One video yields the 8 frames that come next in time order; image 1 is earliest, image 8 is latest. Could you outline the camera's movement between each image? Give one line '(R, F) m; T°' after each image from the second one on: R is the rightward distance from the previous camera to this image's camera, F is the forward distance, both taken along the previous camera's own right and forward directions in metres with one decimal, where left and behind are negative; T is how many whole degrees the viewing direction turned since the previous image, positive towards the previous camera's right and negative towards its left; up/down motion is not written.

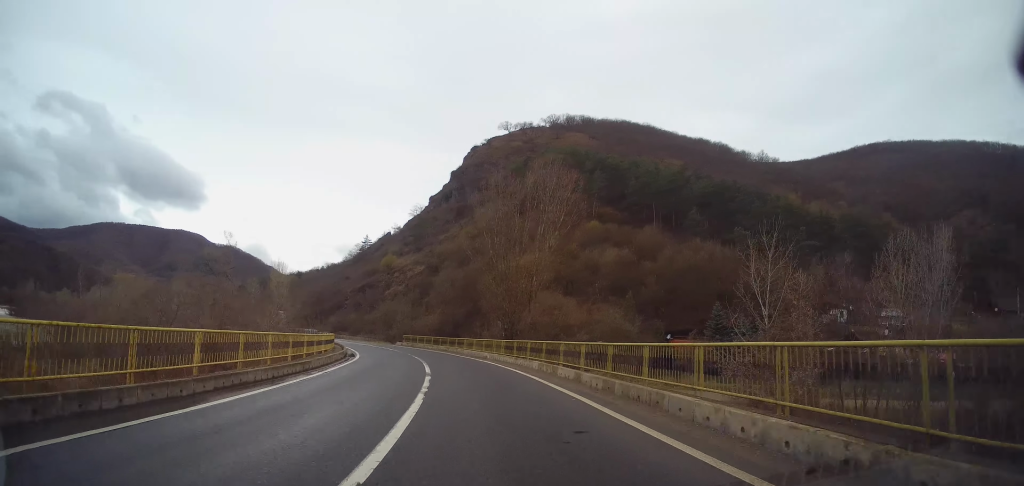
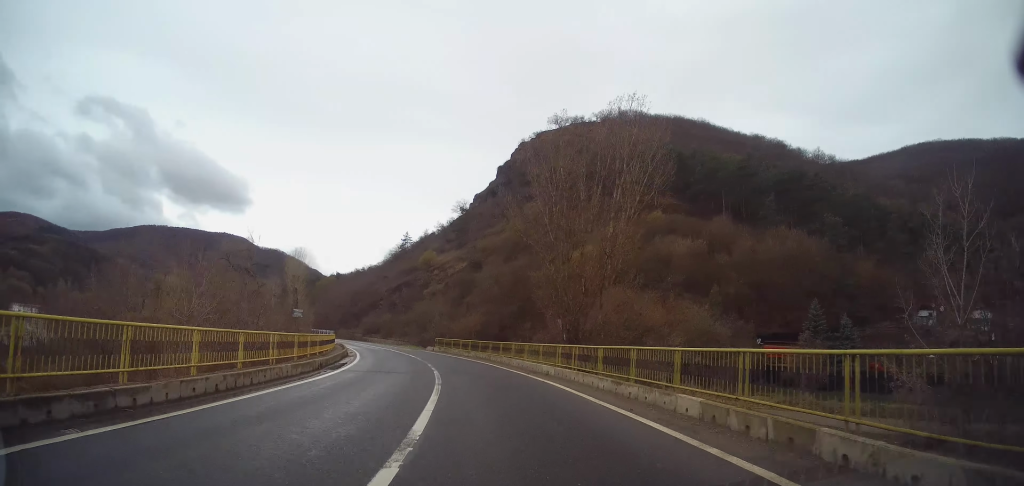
(-0.5, +12.3) m; -5°
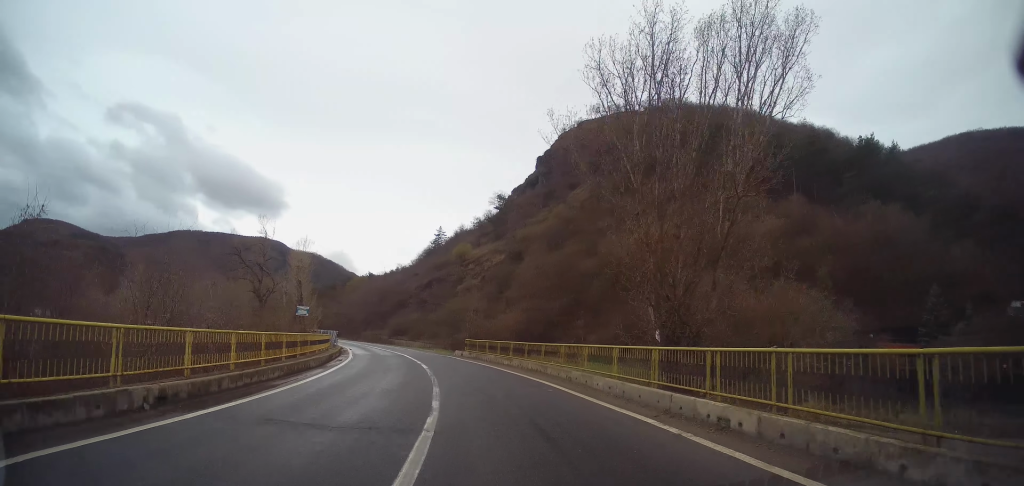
(-0.5, +12.5) m; -5°
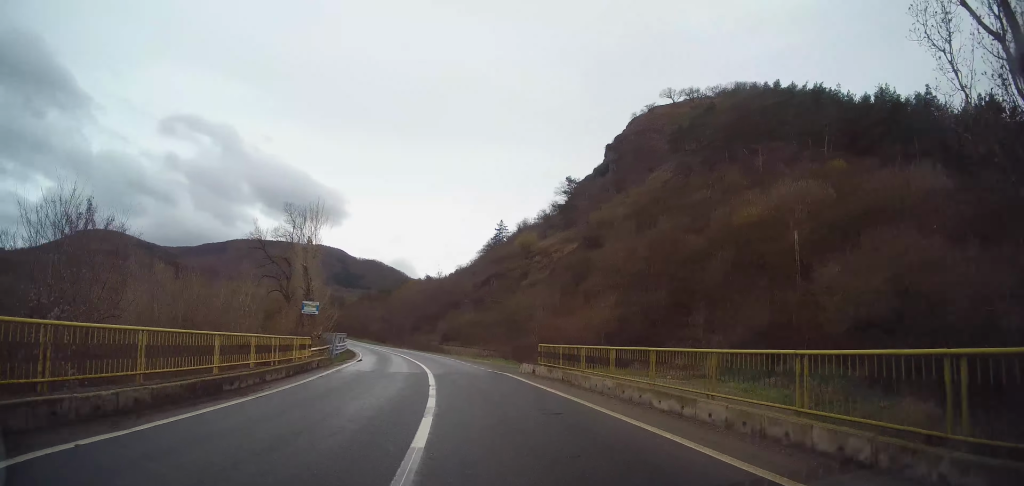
(-0.9, +16.7) m; -7°
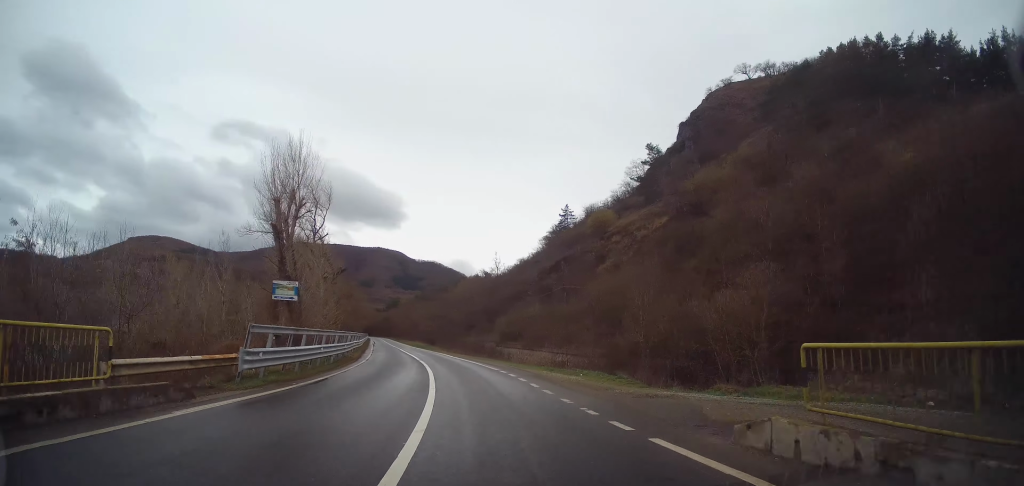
(-1.1, +17.0) m; -6°
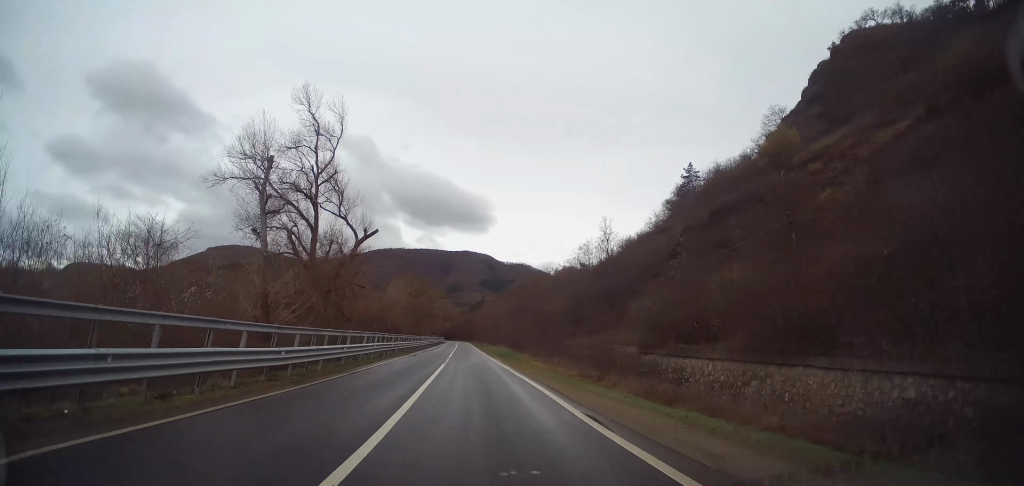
(-2.0, +30.7) m; -9°
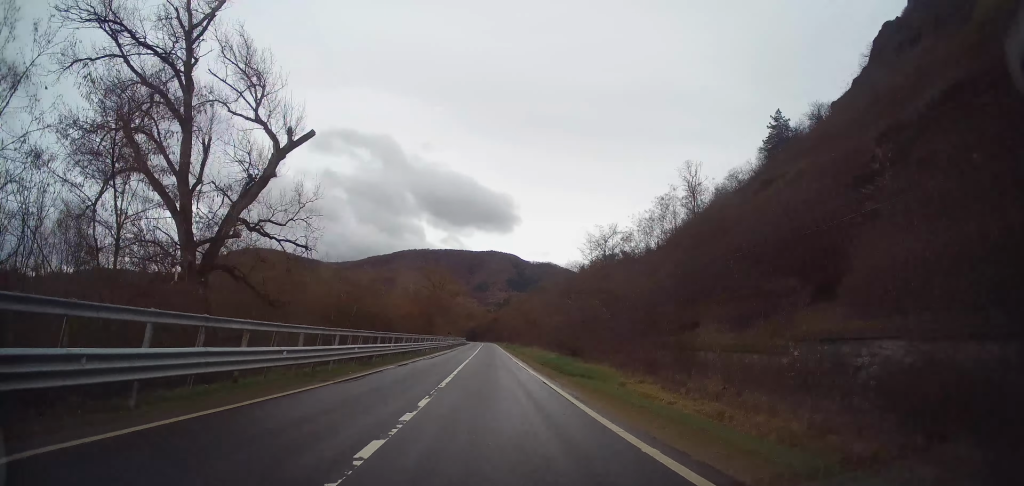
(-1.7, +24.7) m; -5°
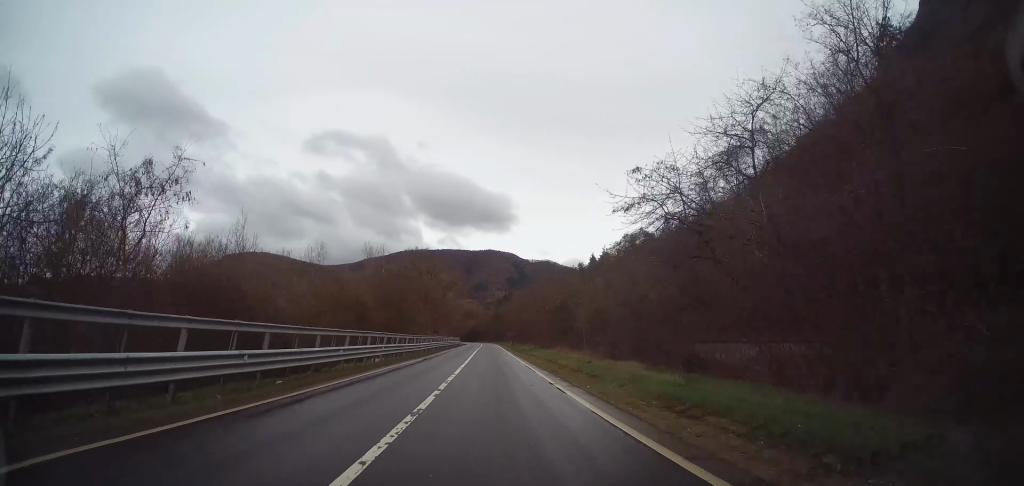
(-0.5, +26.4) m; -1°
